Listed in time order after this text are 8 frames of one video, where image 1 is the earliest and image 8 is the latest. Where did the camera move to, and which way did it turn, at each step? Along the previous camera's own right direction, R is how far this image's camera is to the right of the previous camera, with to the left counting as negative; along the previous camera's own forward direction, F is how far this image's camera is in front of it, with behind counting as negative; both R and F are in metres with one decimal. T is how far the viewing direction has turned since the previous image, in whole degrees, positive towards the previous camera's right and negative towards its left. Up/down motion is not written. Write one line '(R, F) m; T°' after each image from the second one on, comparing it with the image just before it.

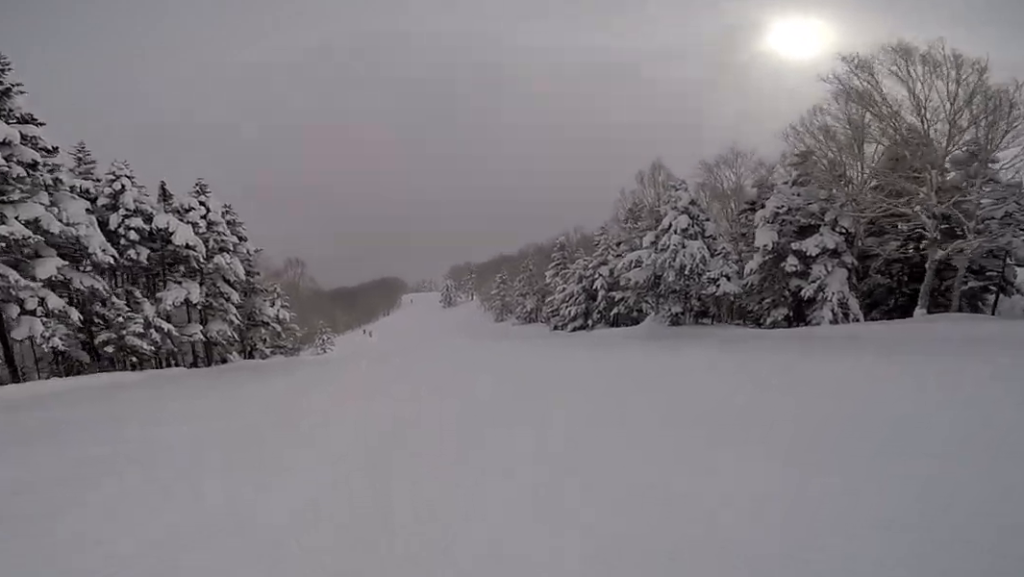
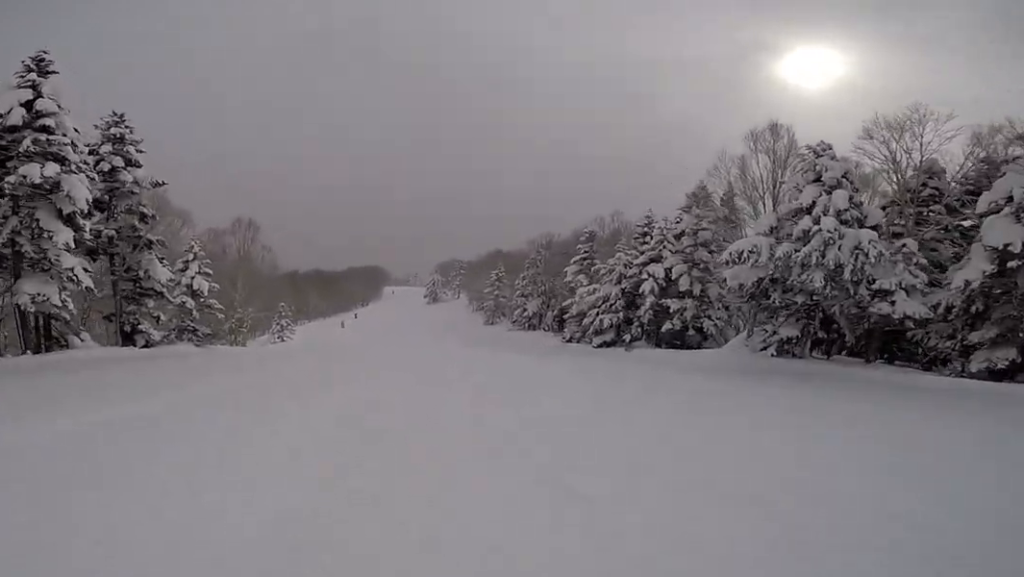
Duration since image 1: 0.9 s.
(-0.3, +11.6) m; -2°
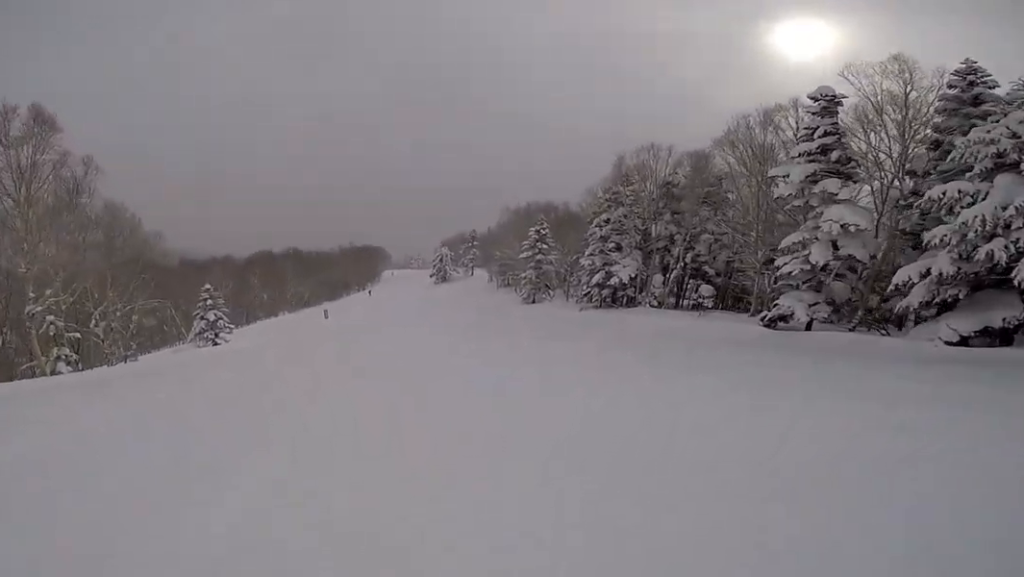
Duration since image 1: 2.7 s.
(0.0, +22.8) m; 0°
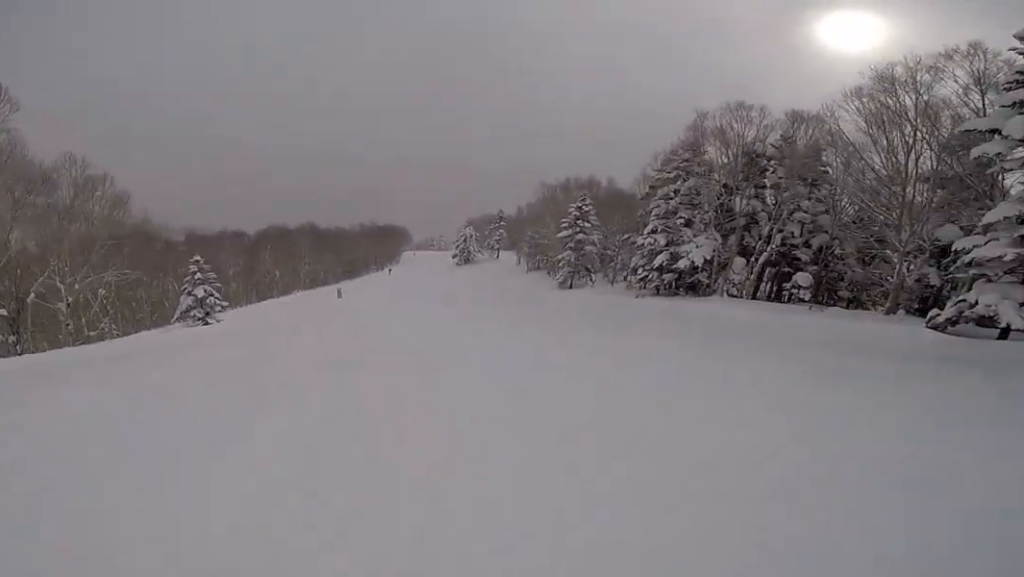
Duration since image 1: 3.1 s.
(0.0, +5.4) m; 0°
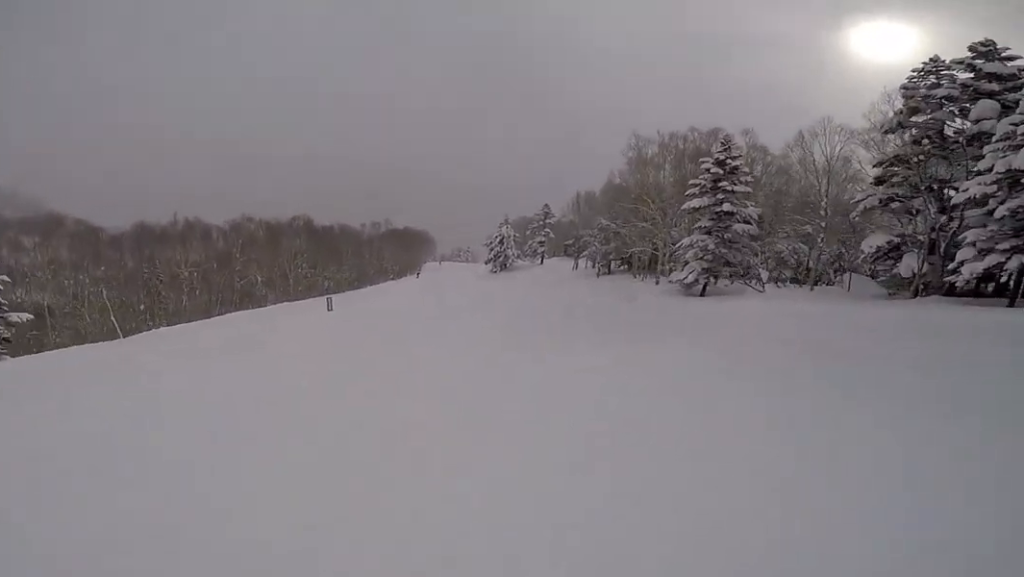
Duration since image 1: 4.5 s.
(0.0, +18.3) m; 0°
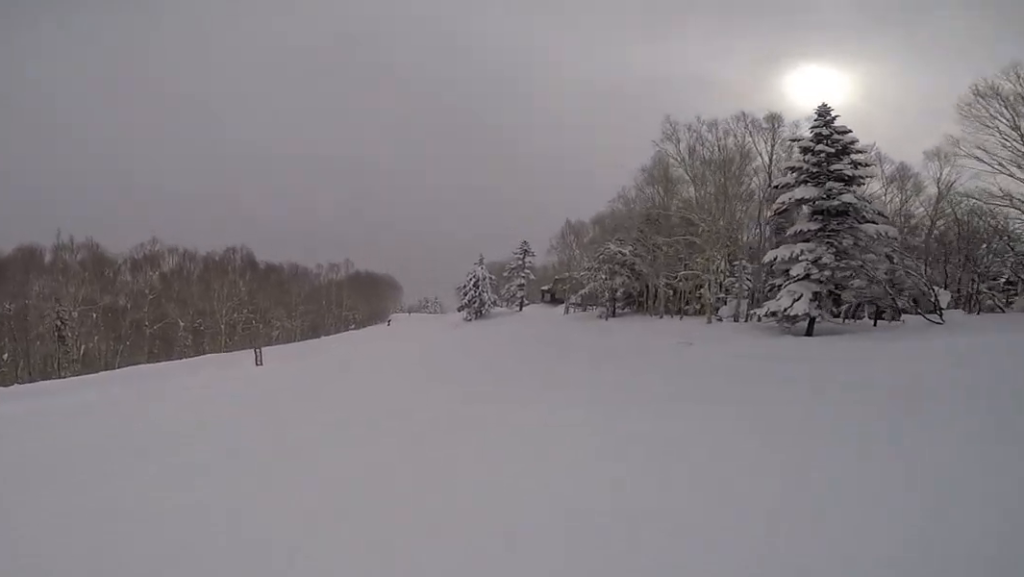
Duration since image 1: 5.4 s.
(0.0, +10.3) m; +1°
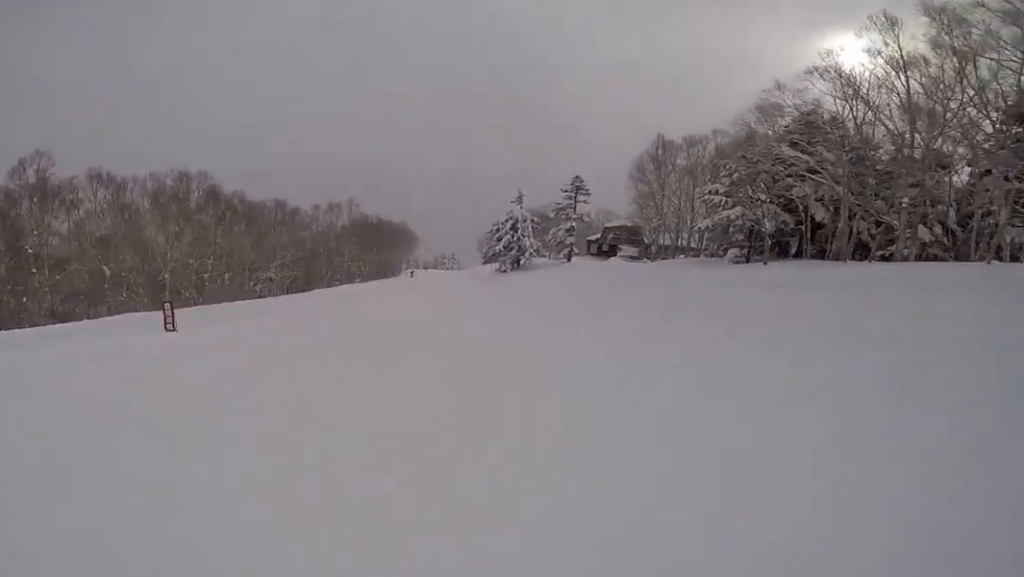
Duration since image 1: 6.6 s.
(+0.2, +13.6) m; 0°
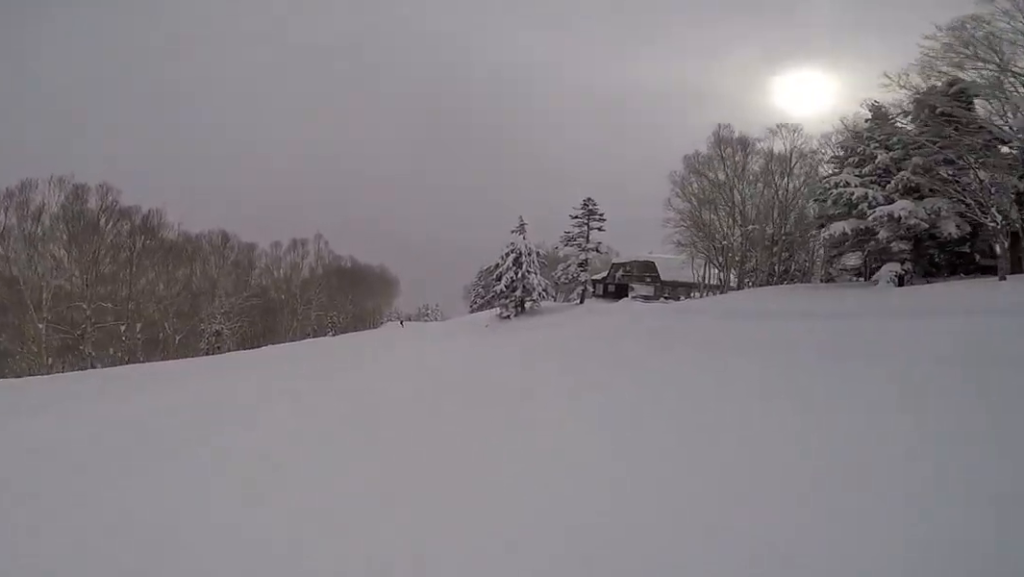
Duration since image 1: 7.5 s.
(-0.1, +10.2) m; -1°
